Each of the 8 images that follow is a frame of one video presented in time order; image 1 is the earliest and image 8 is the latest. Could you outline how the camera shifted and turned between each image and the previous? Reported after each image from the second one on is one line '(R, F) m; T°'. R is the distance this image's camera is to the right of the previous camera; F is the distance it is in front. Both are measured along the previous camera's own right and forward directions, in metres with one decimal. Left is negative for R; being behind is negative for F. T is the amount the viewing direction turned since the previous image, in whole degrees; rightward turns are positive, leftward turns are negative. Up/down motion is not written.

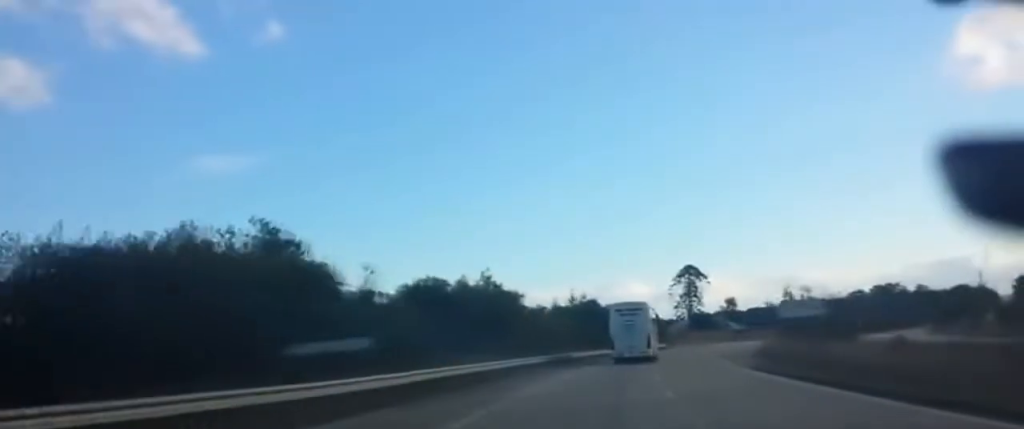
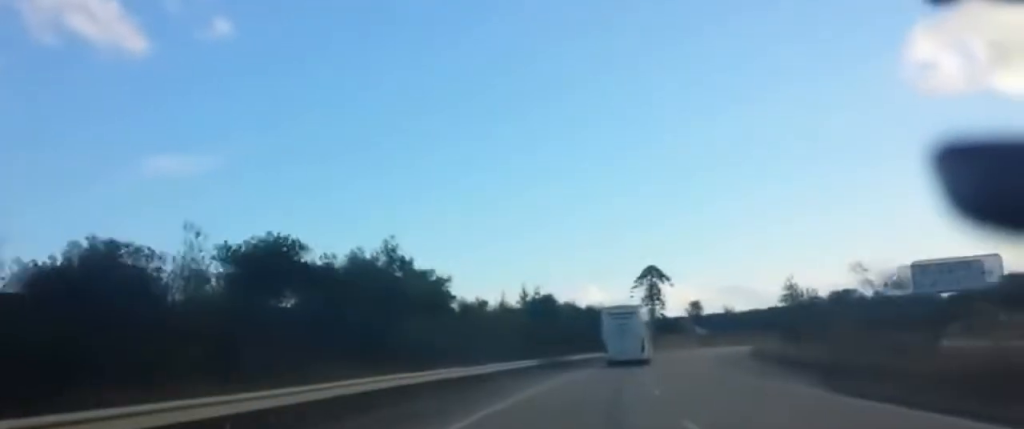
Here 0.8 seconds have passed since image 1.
(+0.6, +21.8) m; +1°
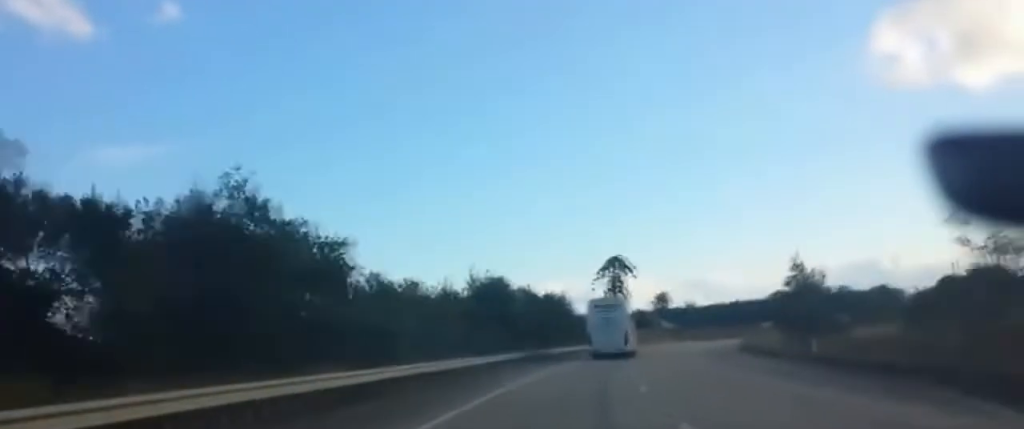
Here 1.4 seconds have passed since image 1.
(+0.1, +15.5) m; +1°
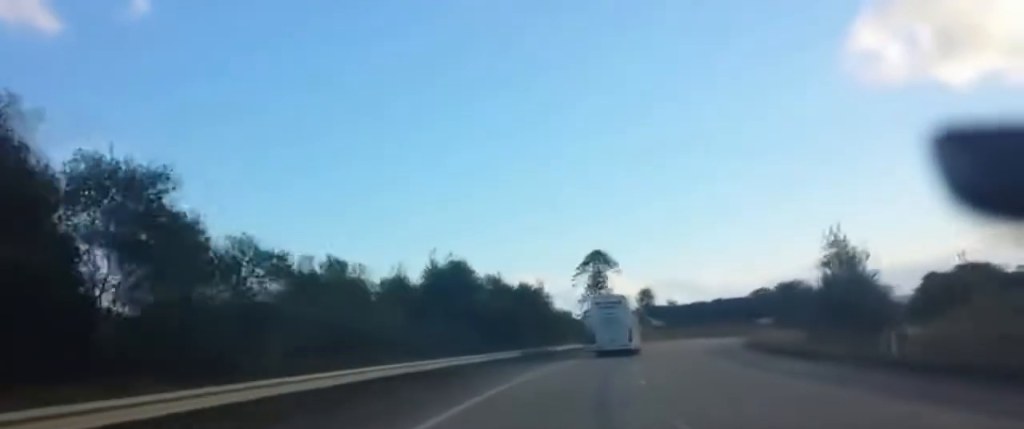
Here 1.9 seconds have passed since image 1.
(-0.3, +14.6) m; +2°
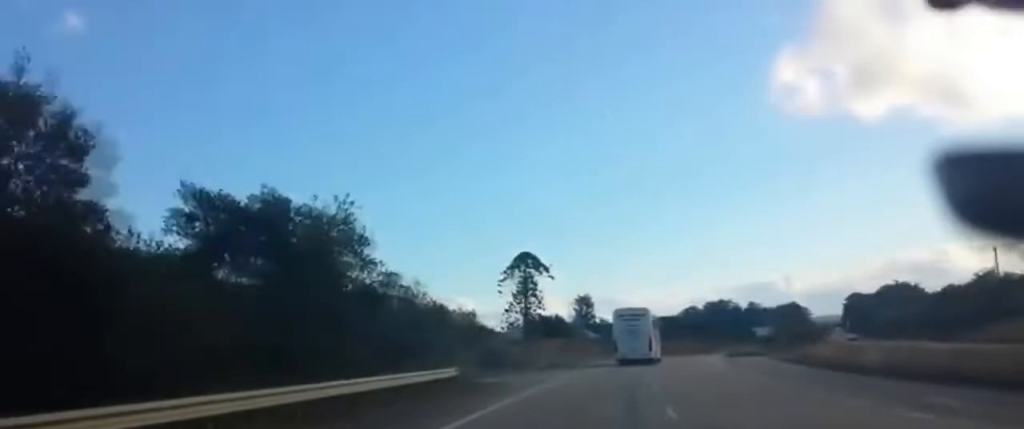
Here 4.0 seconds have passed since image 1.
(+4.0, +57.4) m; +6°
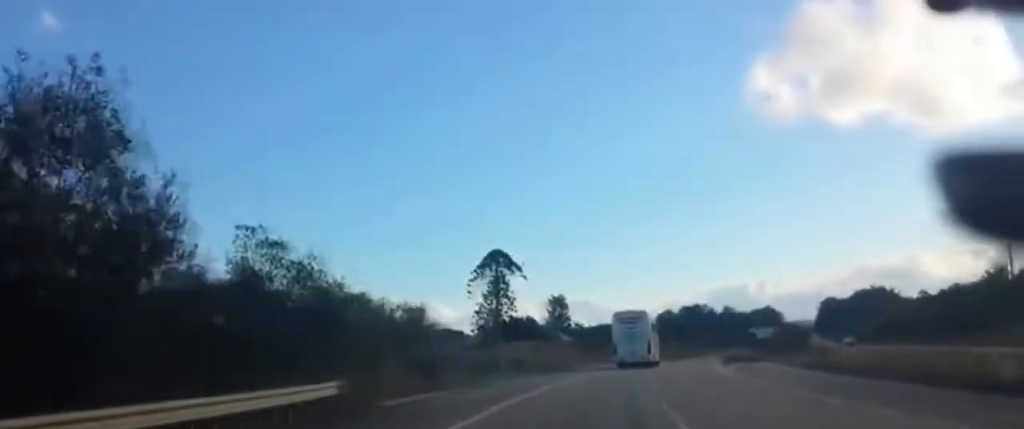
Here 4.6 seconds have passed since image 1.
(+0.1, +15.2) m; +1°
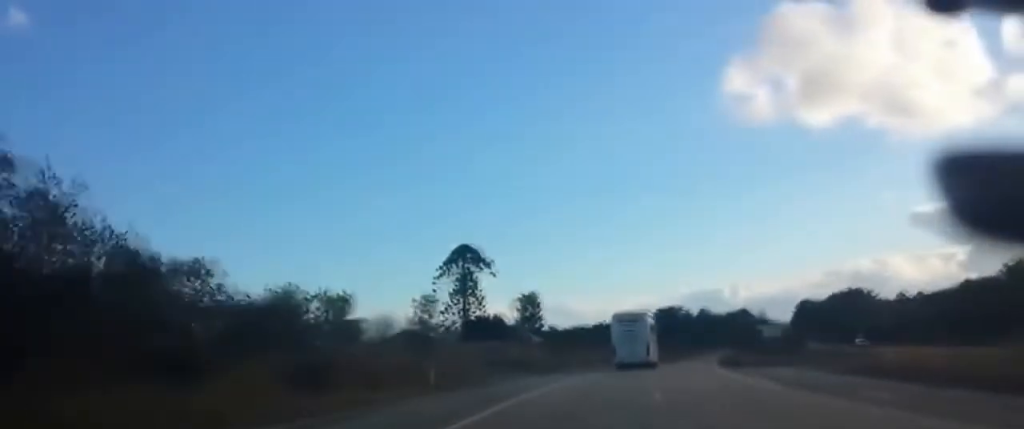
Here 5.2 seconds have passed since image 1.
(+0.1, +15.1) m; +1°
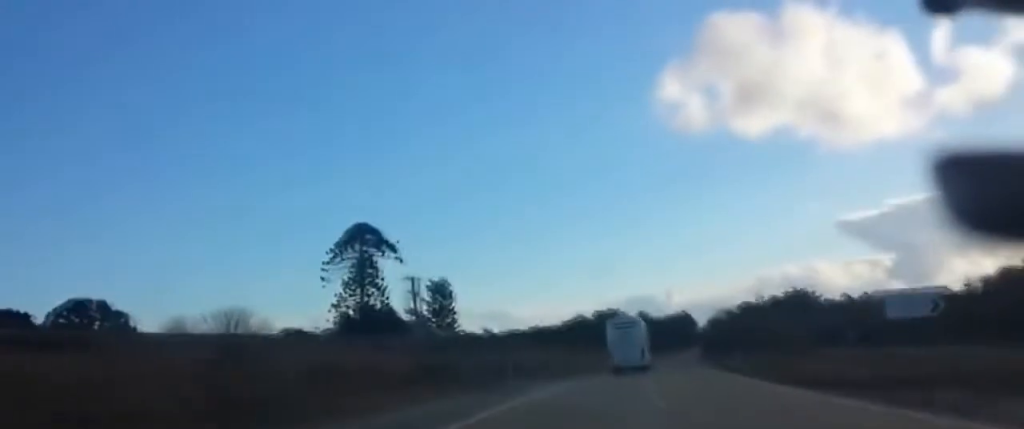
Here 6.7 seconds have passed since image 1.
(+1.4, +40.9) m; +5°
